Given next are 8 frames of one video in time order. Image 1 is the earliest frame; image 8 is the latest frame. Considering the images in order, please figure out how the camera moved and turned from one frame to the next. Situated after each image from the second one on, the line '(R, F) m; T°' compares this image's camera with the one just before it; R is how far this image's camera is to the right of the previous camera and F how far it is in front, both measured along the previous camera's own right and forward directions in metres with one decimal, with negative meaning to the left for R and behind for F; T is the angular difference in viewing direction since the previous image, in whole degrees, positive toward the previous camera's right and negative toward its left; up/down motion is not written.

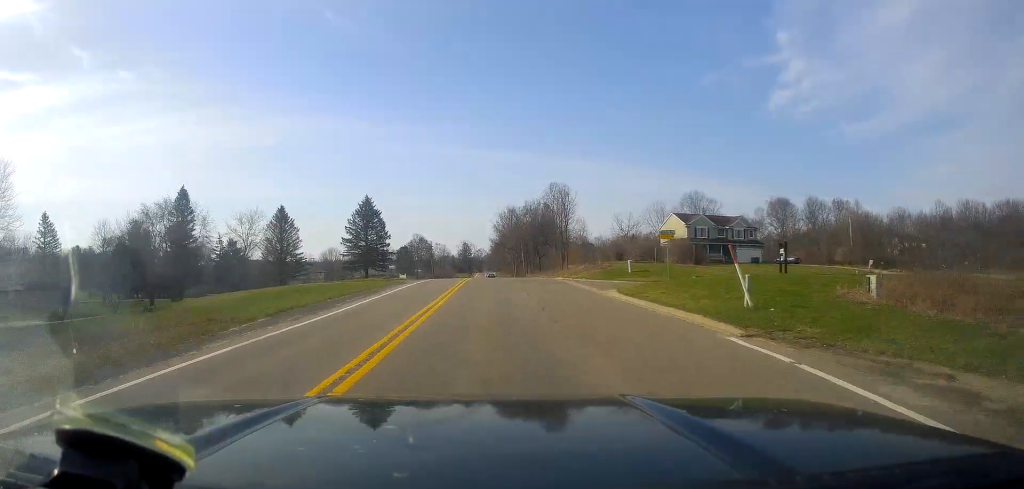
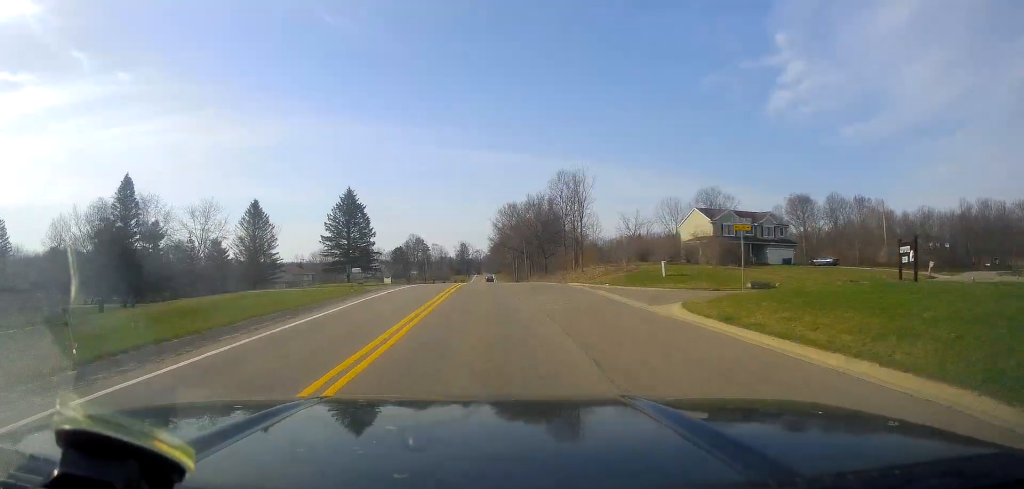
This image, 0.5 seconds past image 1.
(-0.1, +11.6) m; 0°
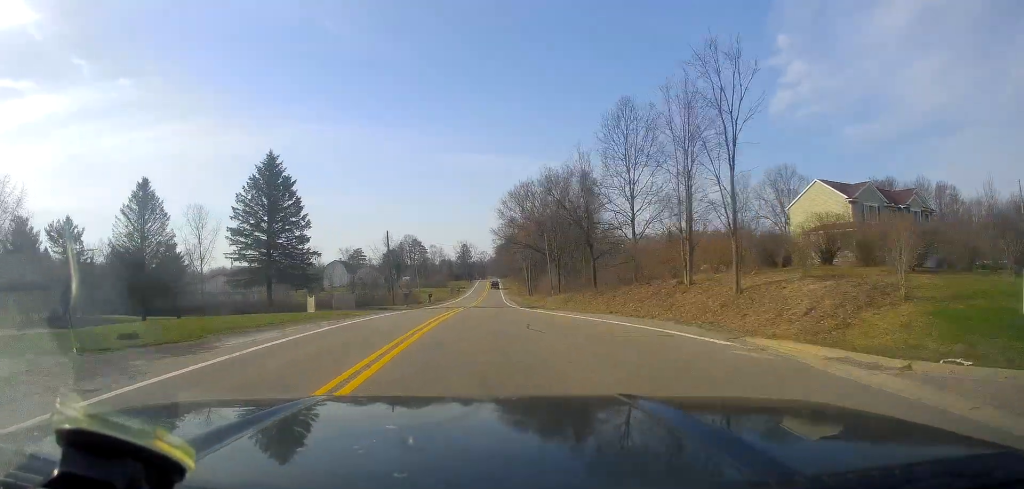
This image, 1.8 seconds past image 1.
(0.0, +33.0) m; +1°
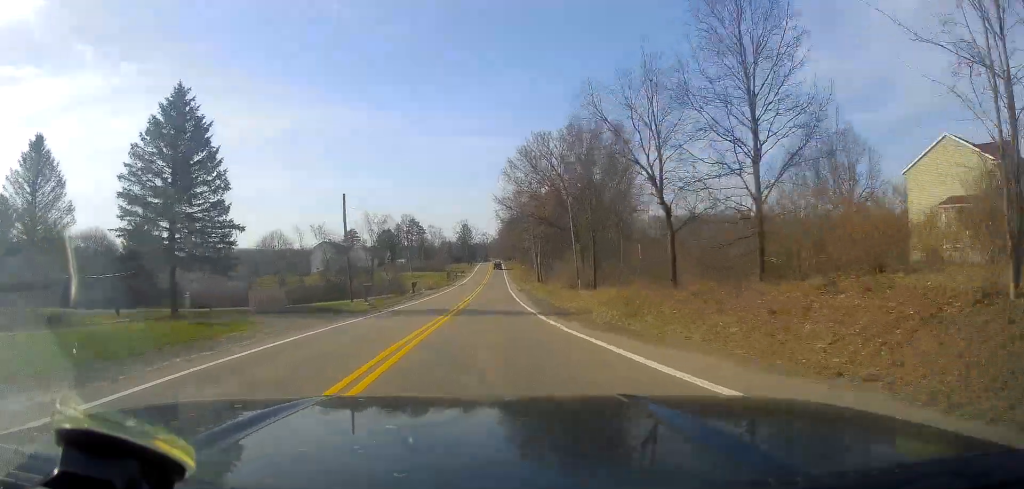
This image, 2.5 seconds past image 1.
(+0.1, +18.1) m; 0°
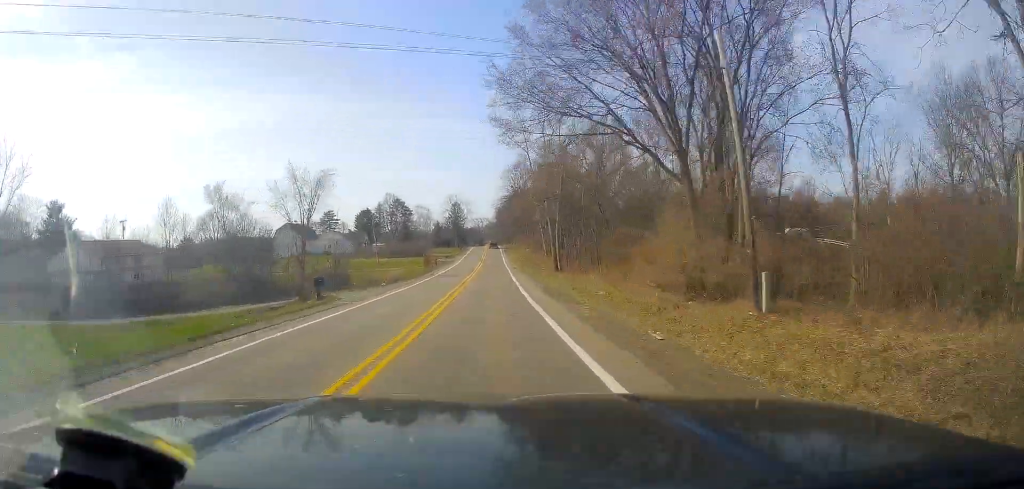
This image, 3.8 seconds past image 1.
(0.0, +31.8) m; -1°
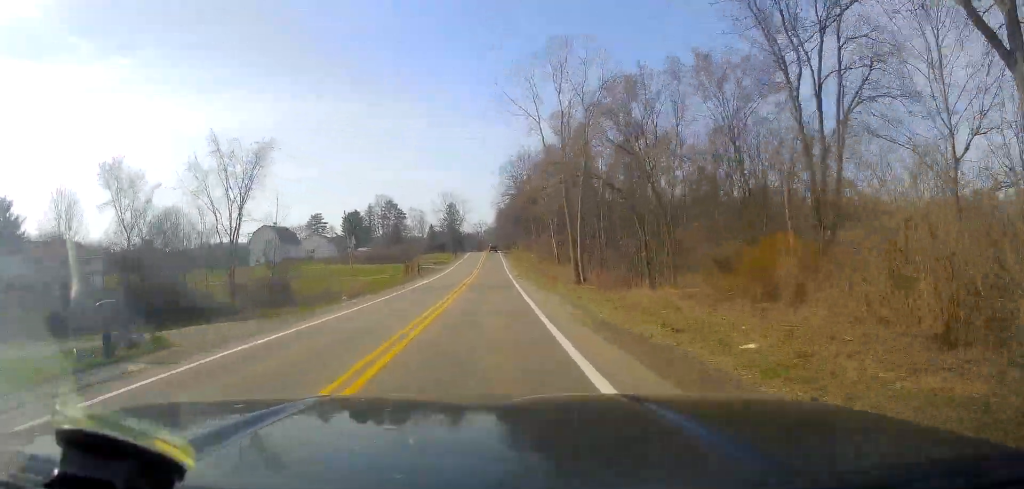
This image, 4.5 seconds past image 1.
(-0.2, +16.6) m; -1°
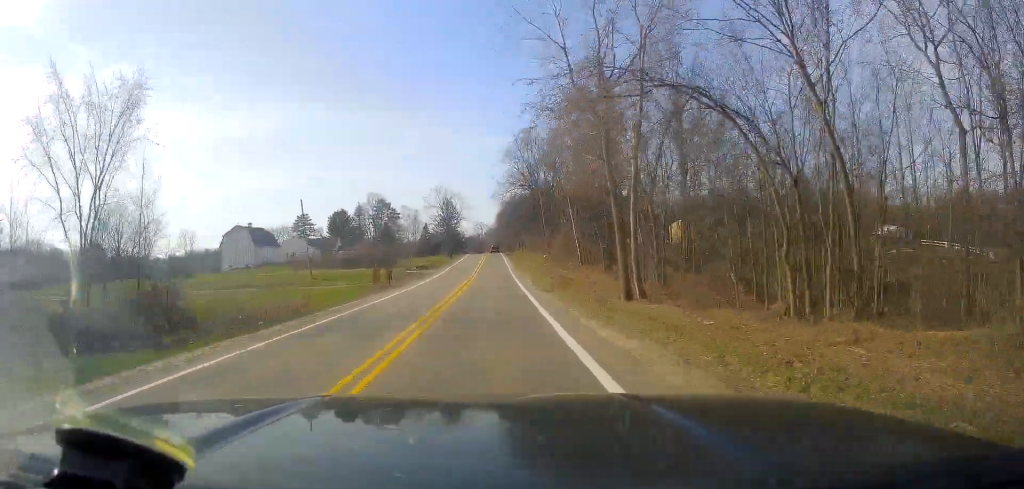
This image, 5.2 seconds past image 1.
(-0.5, +17.7) m; 0°
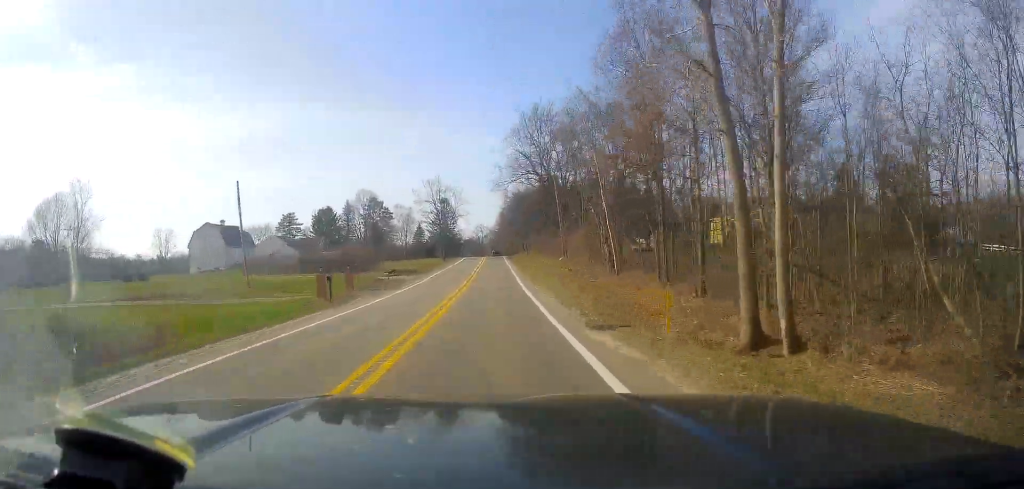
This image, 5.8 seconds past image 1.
(+0.5, +15.3) m; +1°
